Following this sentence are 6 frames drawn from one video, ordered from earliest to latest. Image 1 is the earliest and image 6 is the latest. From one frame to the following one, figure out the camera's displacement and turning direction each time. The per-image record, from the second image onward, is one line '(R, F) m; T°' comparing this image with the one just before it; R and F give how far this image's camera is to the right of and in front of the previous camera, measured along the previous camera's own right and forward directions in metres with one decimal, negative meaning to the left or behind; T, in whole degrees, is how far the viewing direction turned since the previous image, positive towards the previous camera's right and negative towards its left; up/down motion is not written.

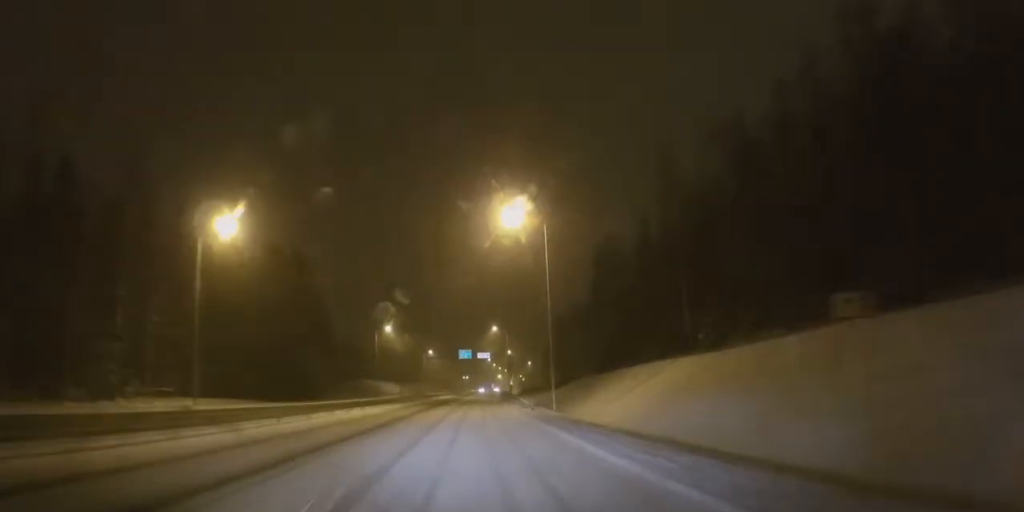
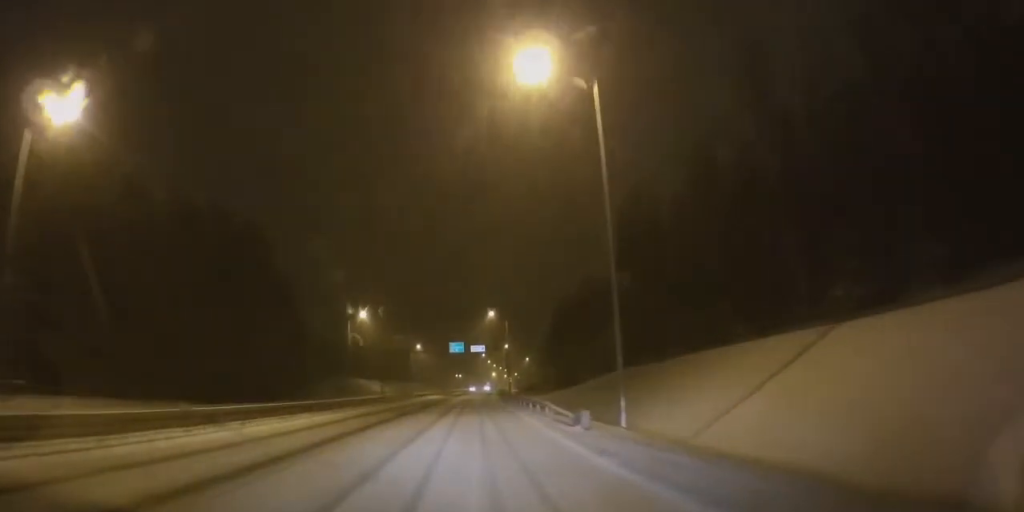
(0.0, +19.0) m; +1°
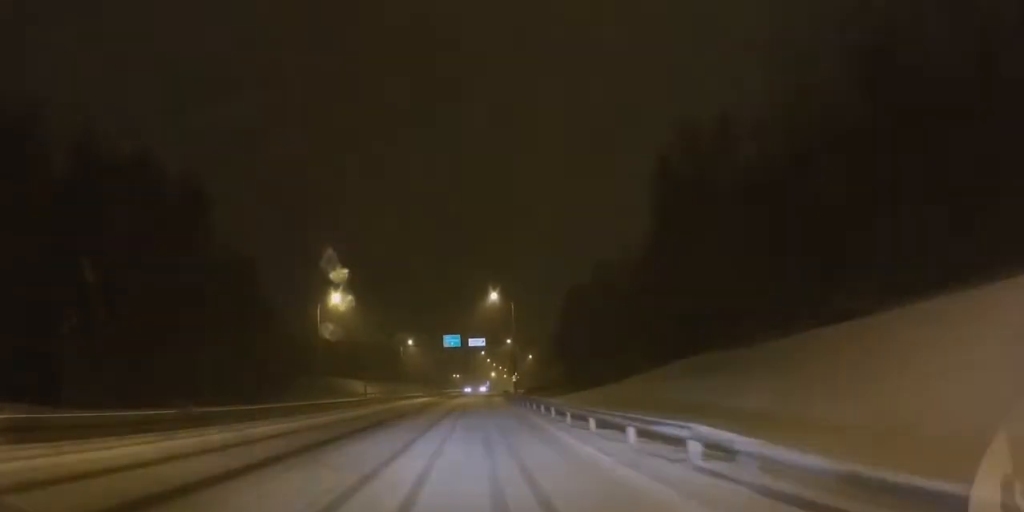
(+0.3, +17.4) m; +1°
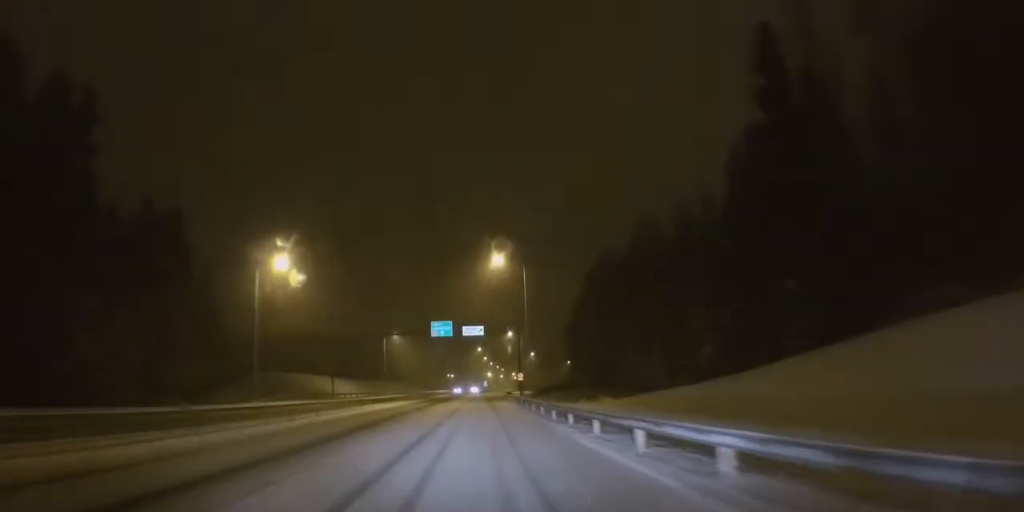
(-0.2, +20.8) m; 0°
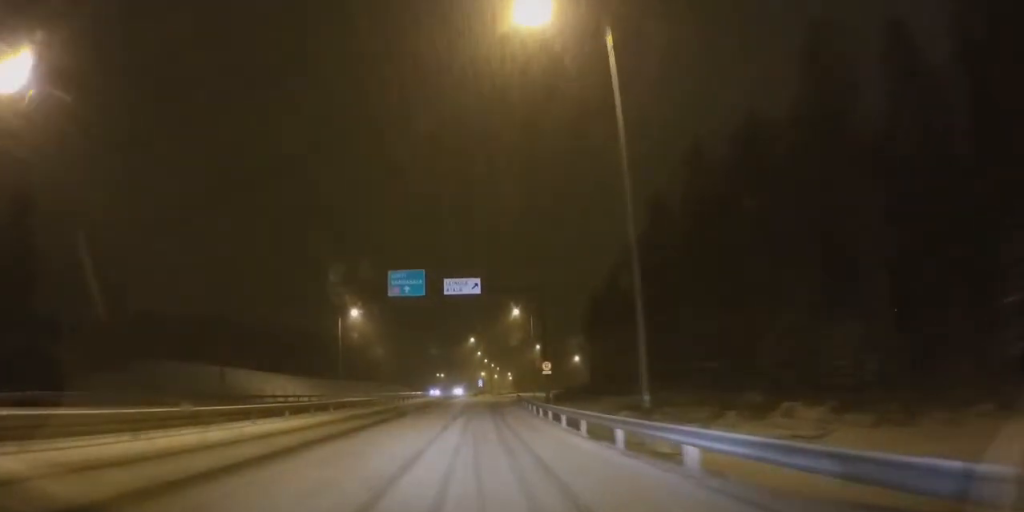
(+0.1, +35.5) m; 0°
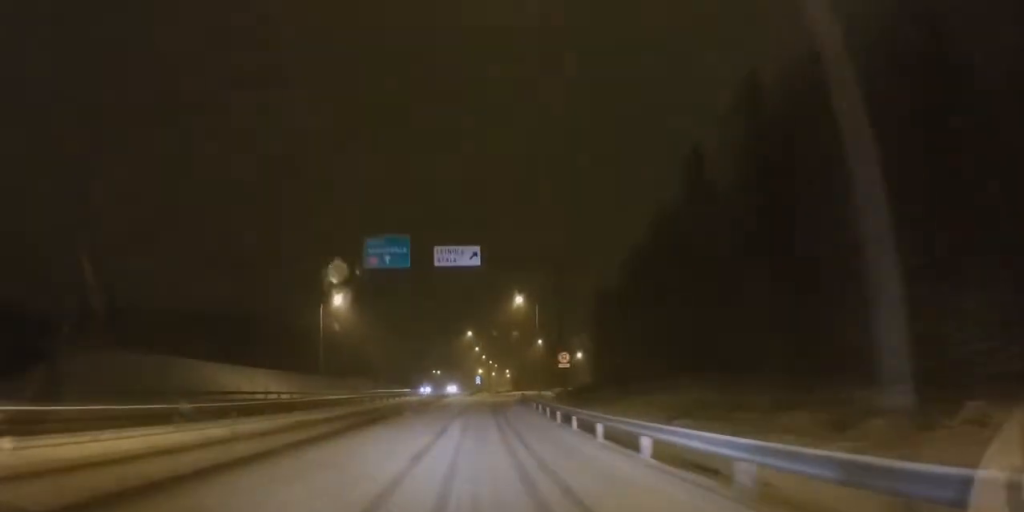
(+0.1, +9.6) m; +1°
